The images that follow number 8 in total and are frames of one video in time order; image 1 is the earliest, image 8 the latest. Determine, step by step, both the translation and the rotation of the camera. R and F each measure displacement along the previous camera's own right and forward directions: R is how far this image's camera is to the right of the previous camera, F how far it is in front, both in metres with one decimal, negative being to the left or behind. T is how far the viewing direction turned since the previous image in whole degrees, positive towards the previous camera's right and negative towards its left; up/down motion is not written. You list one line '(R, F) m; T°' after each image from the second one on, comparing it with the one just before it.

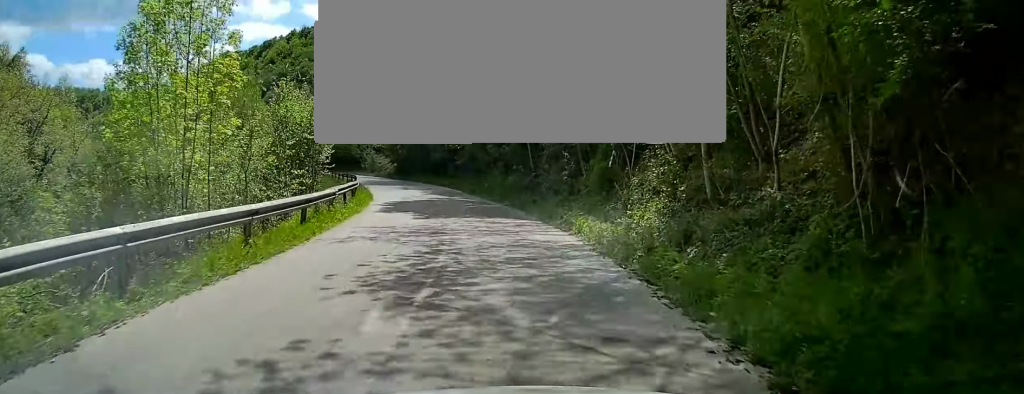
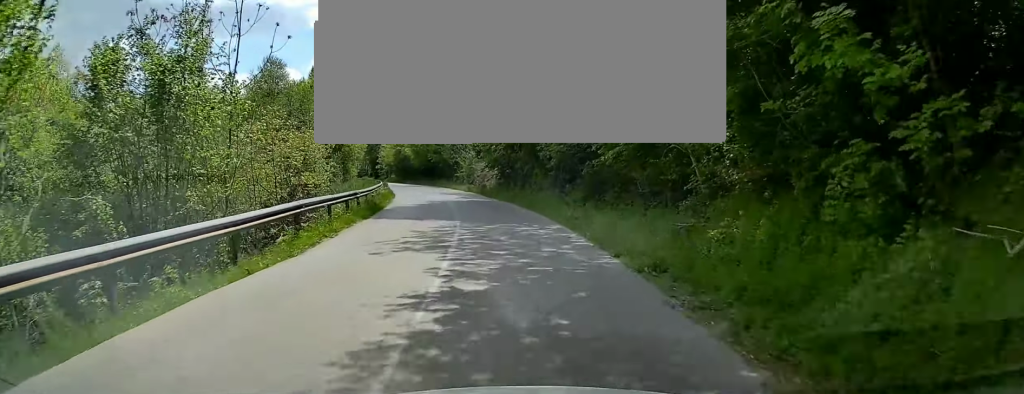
(-1.6, +29.1) m; -9°
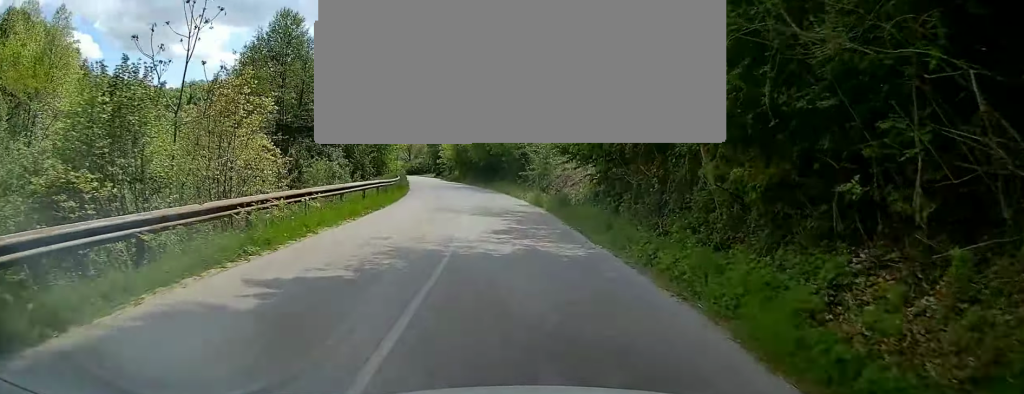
(-2.0, +23.6) m; -7°
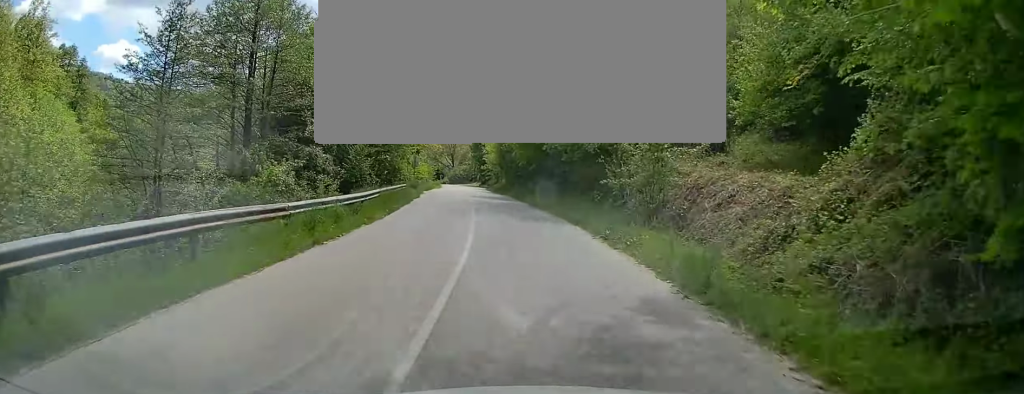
(-0.8, +19.8) m; -4°
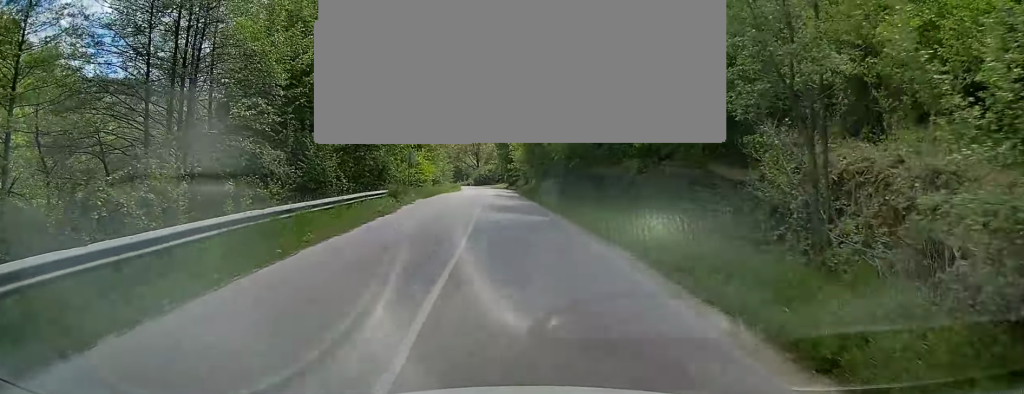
(-0.3, +14.2) m; -3°
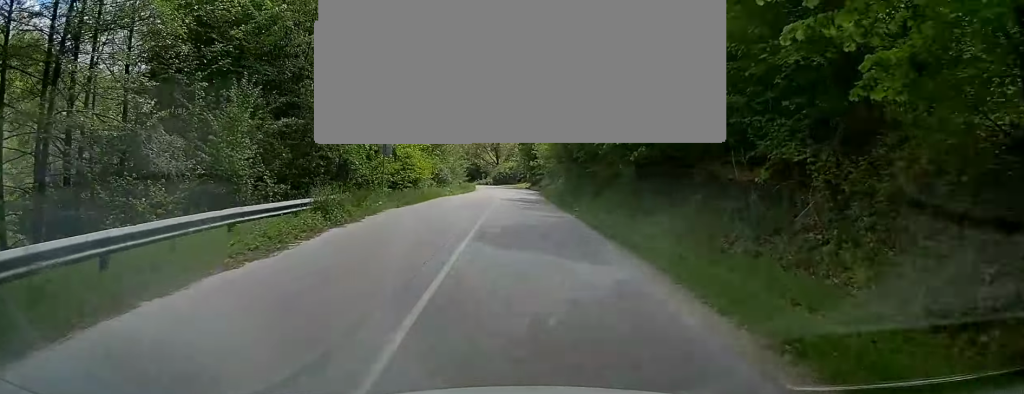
(-0.3, +11.7) m; -2°
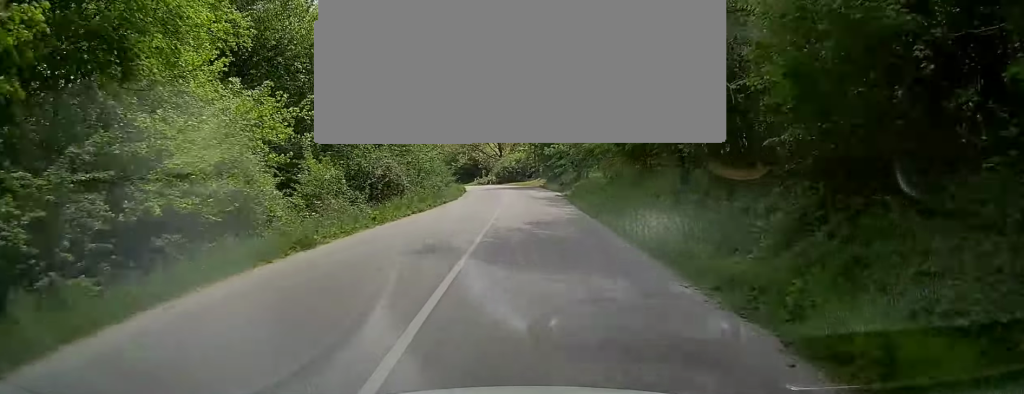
(-0.5, +24.0) m; -1°
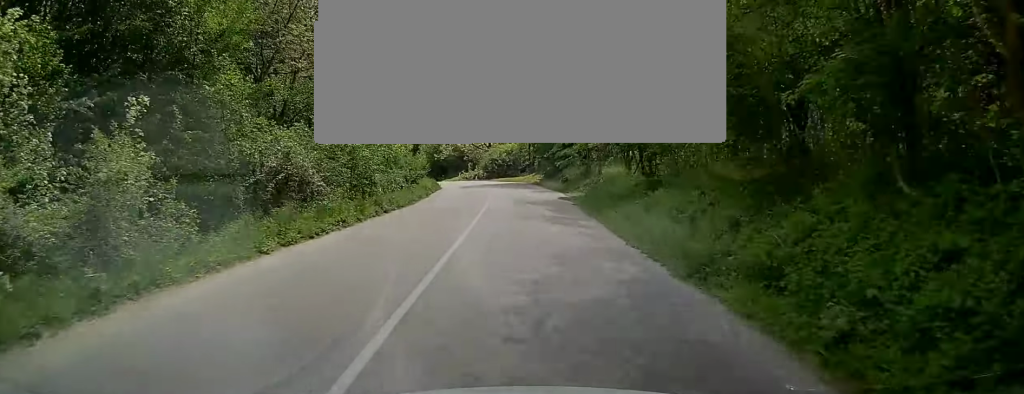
(+0.2, +11.9) m; 0°
